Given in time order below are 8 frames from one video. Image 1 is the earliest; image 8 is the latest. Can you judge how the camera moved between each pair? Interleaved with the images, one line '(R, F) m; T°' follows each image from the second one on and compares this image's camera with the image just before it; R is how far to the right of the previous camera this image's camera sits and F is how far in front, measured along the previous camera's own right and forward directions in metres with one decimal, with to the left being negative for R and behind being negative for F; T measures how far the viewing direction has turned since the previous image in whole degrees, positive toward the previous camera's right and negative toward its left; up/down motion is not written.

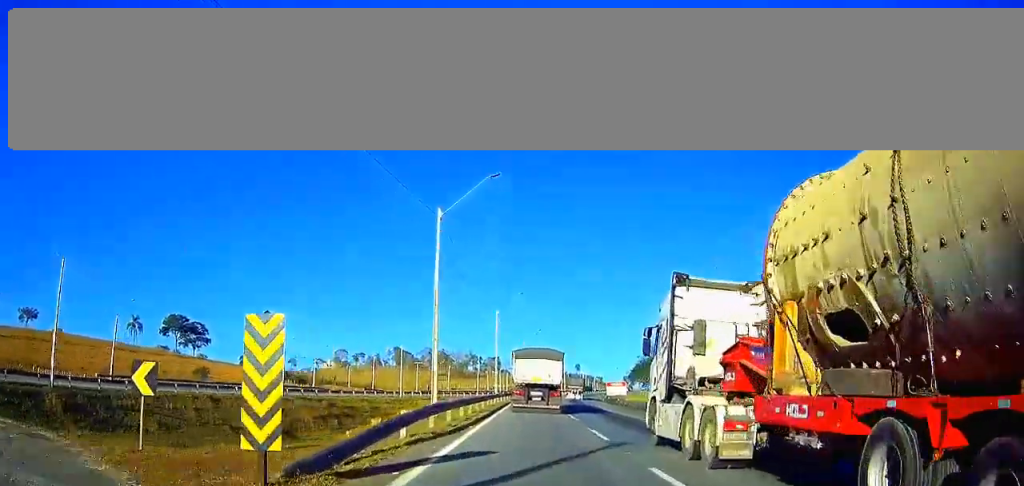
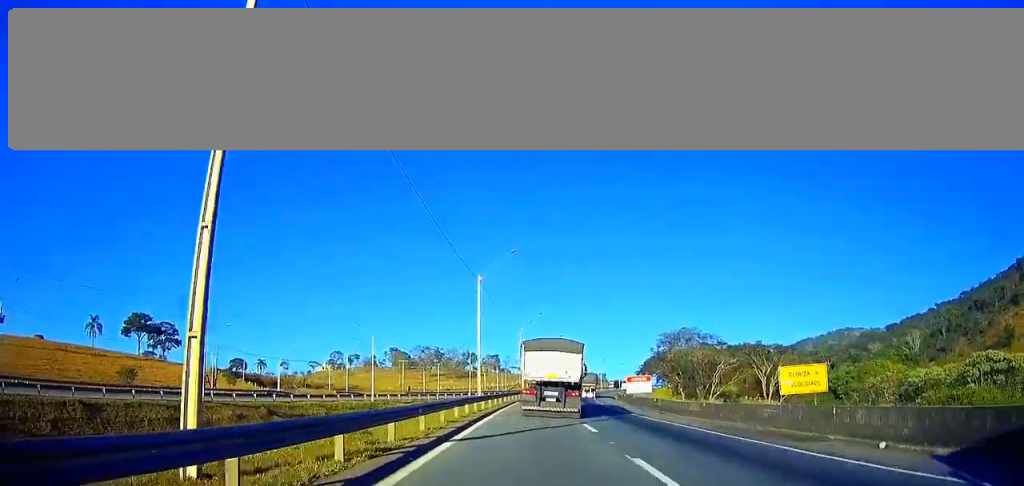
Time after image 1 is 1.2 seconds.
(-0.1, +21.0) m; 0°
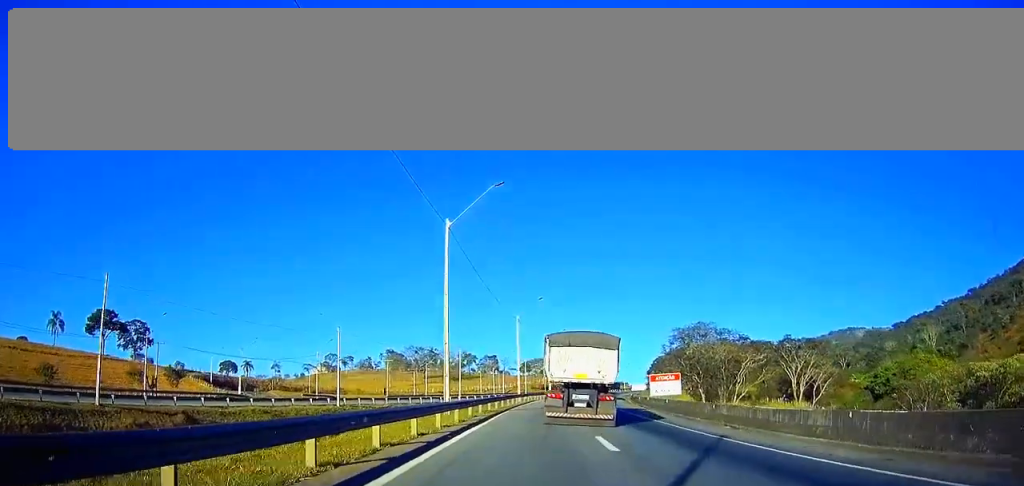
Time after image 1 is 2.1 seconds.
(0.0, +17.2) m; 0°
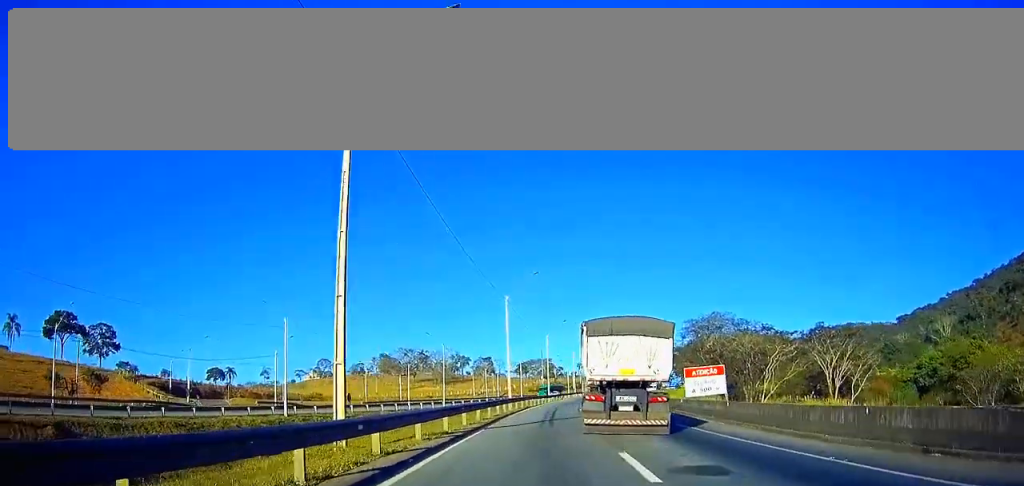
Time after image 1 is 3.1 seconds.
(0.0, +17.0) m; +1°
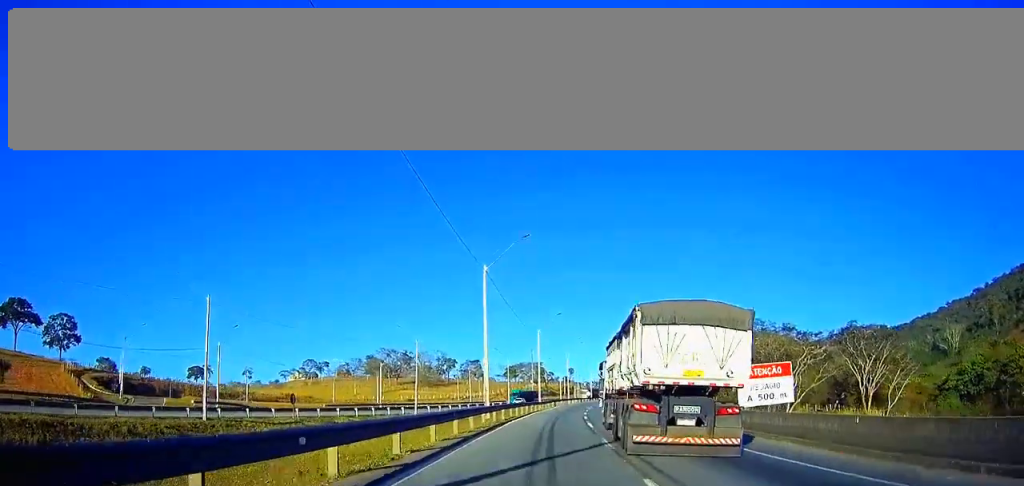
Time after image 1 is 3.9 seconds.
(0.0, +15.2) m; +1°
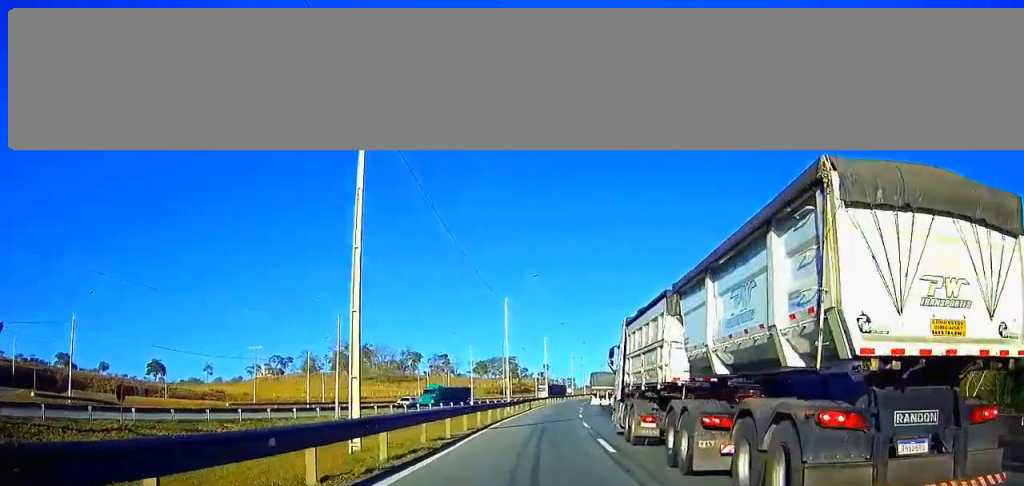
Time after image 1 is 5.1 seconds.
(+0.5, +25.1) m; +2°
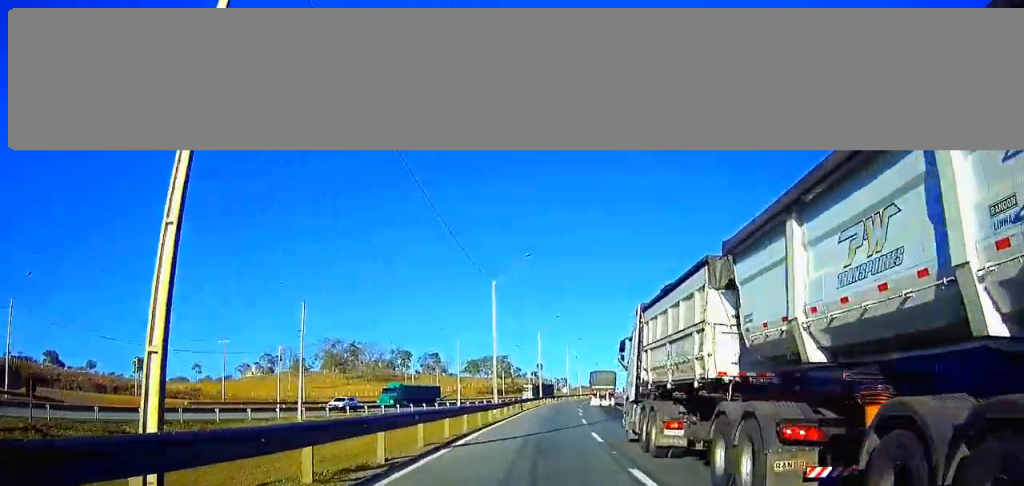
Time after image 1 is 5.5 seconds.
(+0.1, +8.4) m; +1°
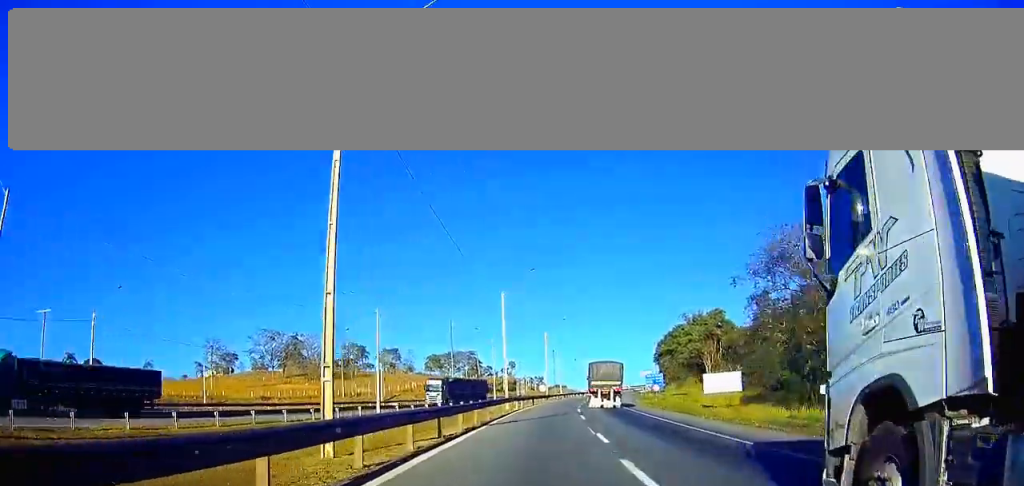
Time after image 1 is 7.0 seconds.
(+0.6, +33.7) m; +2°
